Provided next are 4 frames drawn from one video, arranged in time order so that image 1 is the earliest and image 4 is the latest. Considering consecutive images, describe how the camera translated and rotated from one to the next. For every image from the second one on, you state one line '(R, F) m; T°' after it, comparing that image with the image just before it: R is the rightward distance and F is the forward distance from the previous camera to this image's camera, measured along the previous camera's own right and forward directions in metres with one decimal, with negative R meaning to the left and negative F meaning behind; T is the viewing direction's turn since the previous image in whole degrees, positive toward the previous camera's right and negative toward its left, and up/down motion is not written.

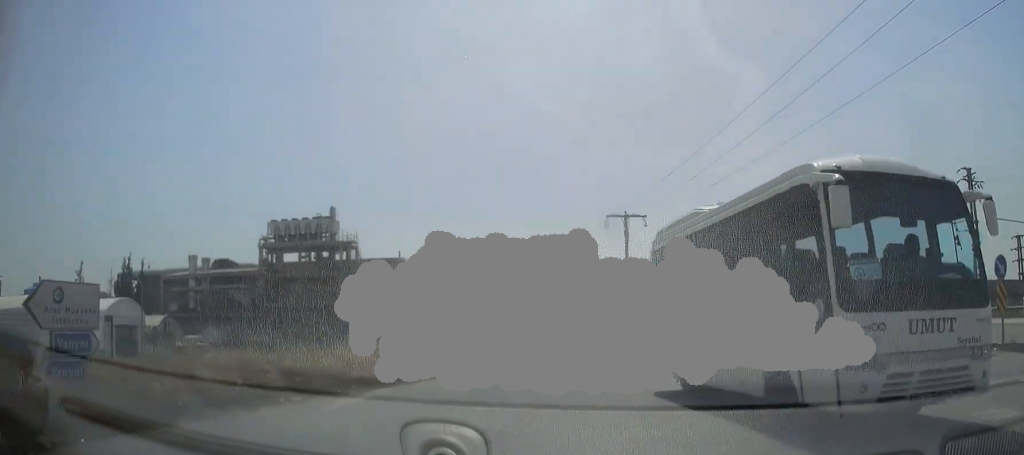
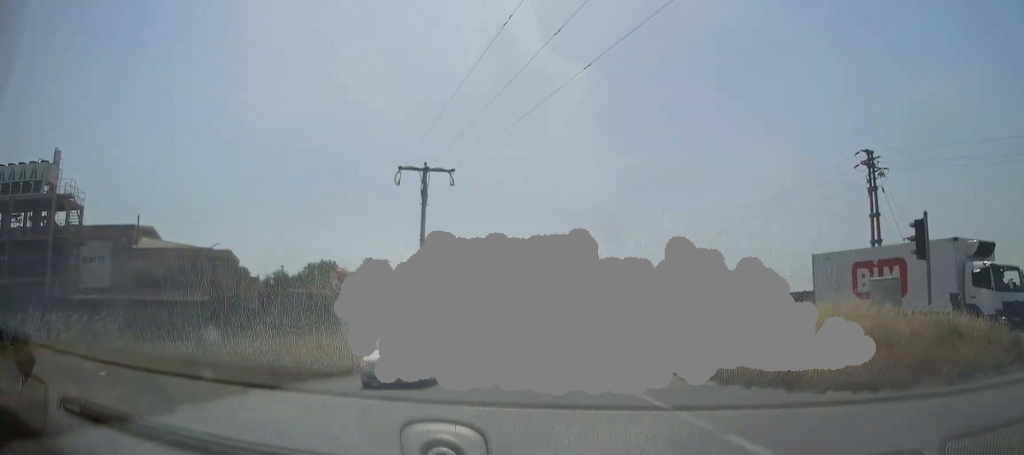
(+2.8, +17.4) m; +13°
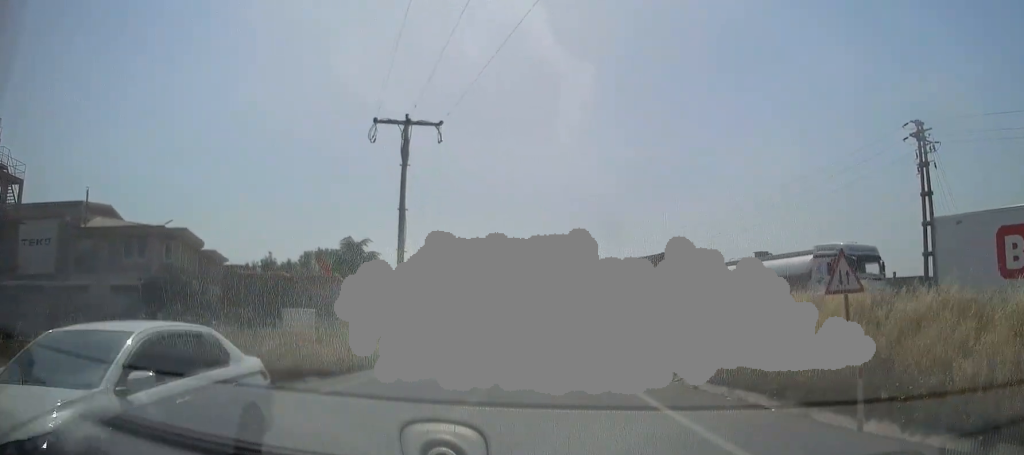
(+0.2, +7.6) m; +2°
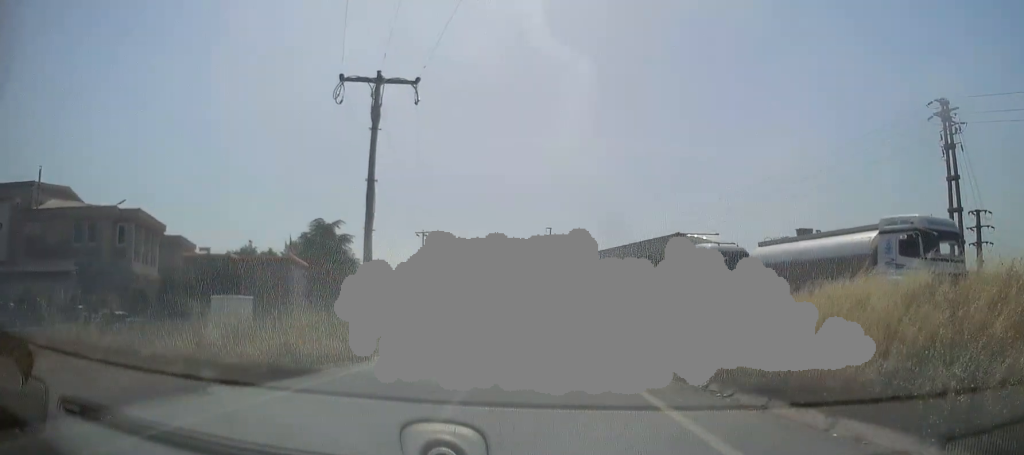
(0.0, +4.9) m; +1°
